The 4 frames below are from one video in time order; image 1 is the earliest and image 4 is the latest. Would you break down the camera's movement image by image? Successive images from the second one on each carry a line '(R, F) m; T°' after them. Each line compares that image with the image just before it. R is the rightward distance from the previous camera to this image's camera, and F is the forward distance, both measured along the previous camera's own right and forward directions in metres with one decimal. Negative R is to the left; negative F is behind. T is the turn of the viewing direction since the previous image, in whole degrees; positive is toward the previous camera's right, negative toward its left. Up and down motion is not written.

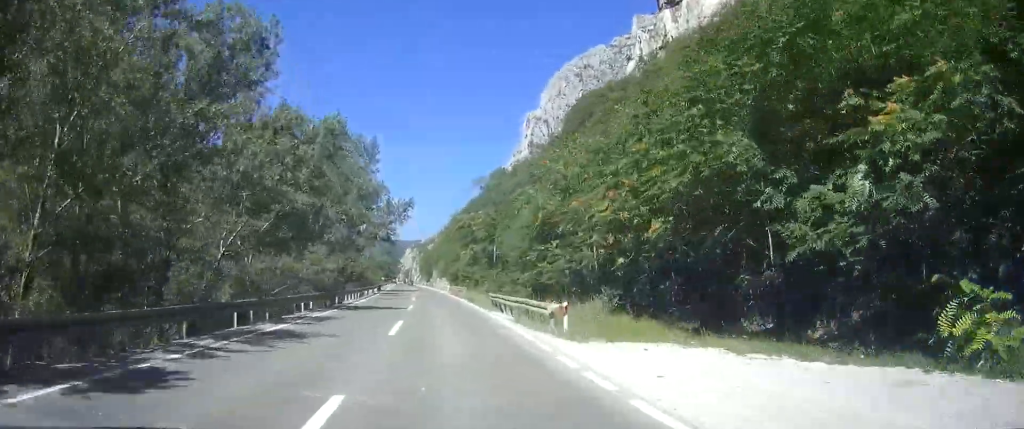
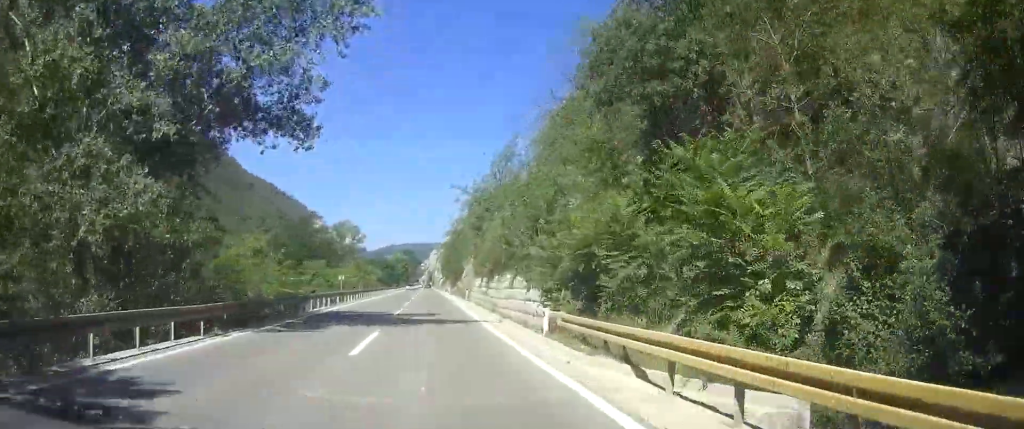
(+0.6, +64.4) m; 0°
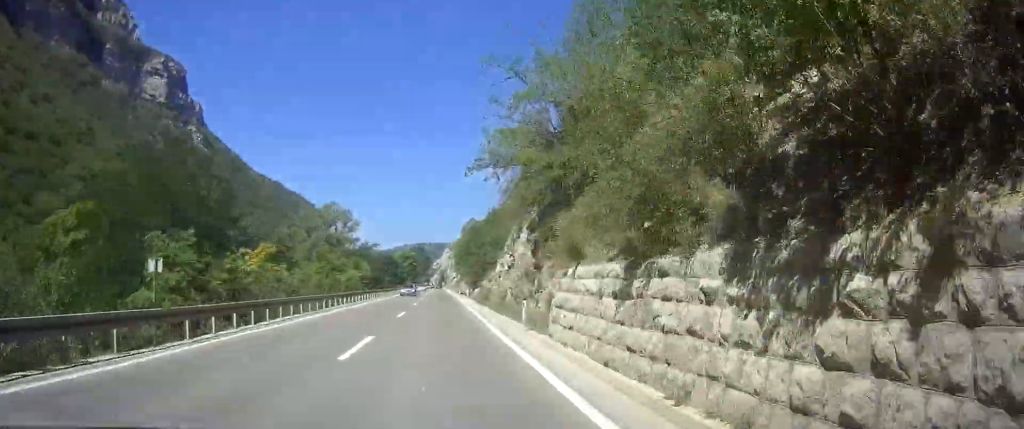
(-0.5, +31.1) m; -1°
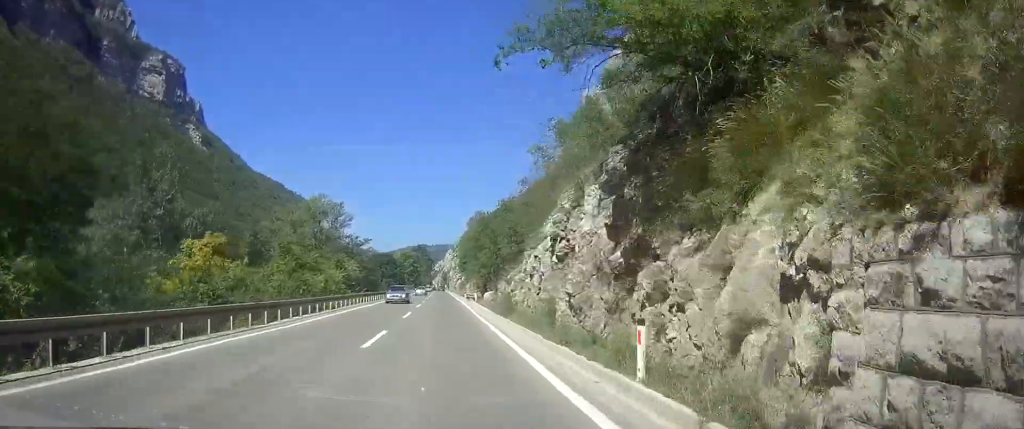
(-0.1, +12.4) m; 0°
